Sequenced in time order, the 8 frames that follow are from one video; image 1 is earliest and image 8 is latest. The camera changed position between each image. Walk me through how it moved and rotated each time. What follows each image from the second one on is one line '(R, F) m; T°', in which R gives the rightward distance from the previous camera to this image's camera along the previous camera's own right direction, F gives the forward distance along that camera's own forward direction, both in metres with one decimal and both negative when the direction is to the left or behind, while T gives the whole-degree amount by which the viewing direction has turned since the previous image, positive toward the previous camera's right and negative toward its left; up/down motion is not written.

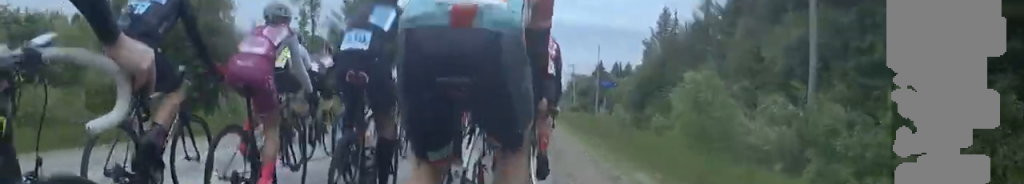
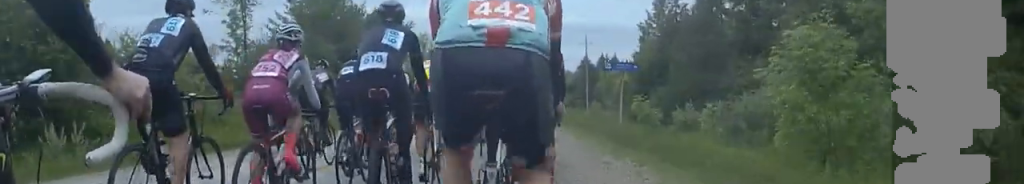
(0.0, +10.1) m; 0°
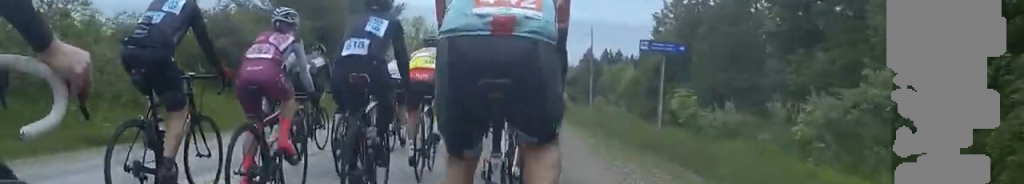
(0.0, +7.2) m; 0°
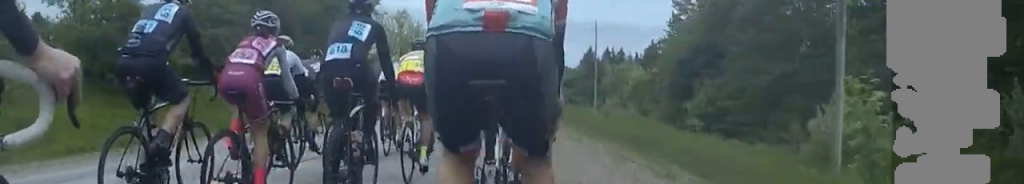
(0.0, +10.0) m; -1°
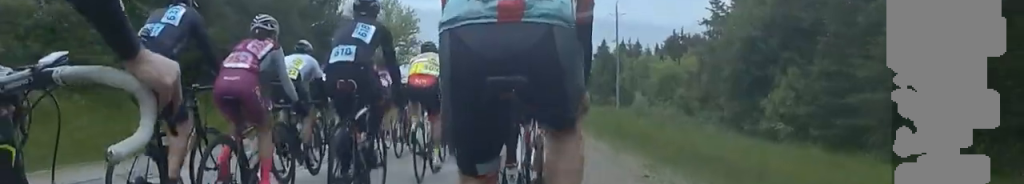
(-0.2, +12.9) m; 0°
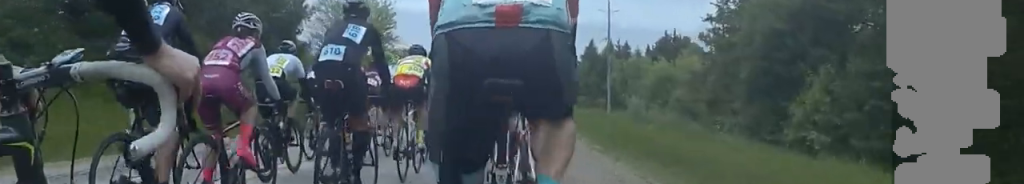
(+0.1, +5.3) m; +1°
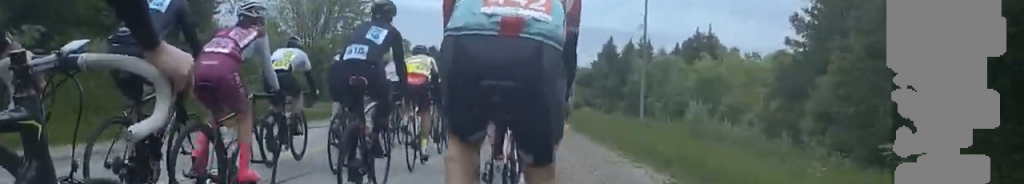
(+0.2, +15.1) m; +1°
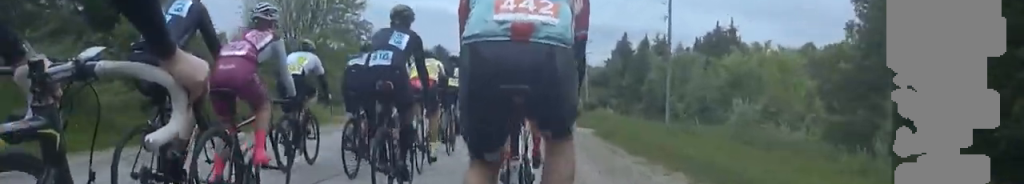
(0.0, +5.5) m; 0°
